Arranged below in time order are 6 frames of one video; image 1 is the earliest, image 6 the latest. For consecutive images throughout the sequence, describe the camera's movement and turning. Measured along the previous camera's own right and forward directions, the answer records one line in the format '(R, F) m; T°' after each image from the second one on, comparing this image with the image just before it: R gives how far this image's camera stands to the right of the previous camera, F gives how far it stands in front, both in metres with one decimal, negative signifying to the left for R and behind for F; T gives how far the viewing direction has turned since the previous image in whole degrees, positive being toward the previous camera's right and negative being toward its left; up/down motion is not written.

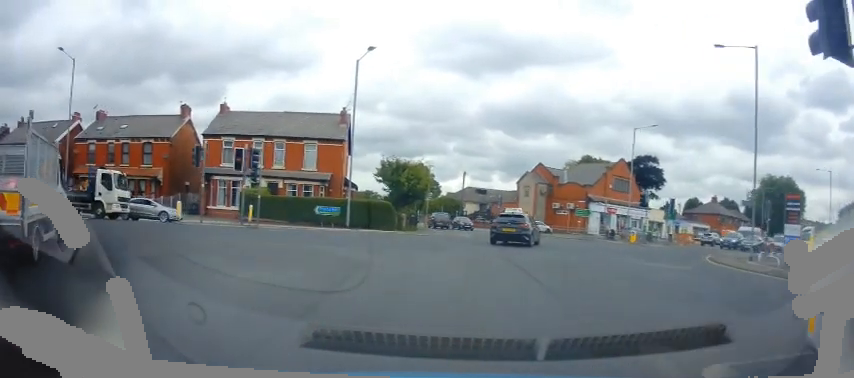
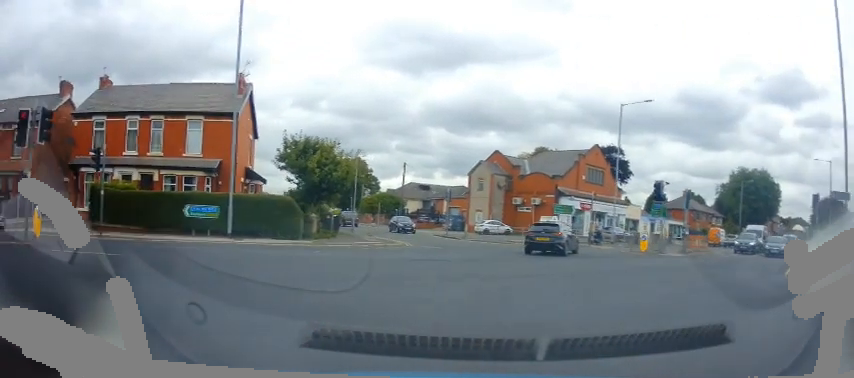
(+0.1, +10.7) m; +5°
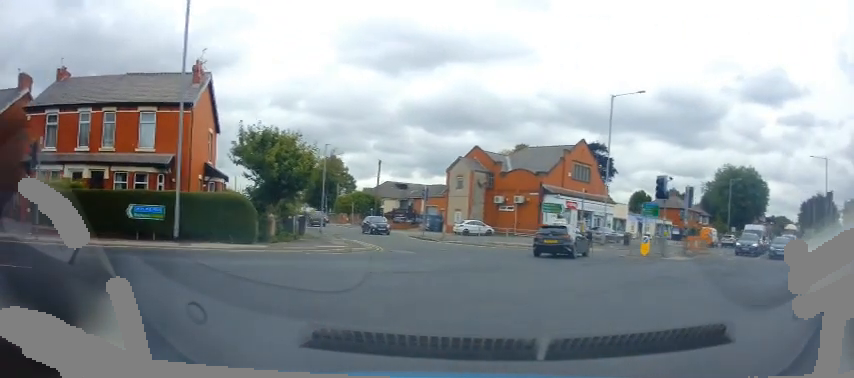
(+0.2, +3.2) m; +4°
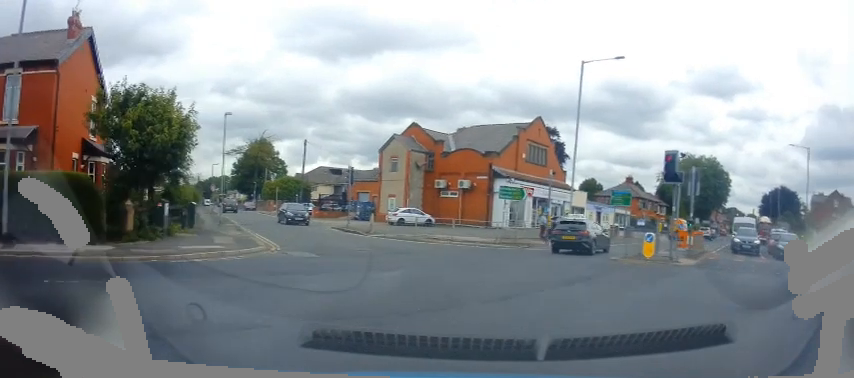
(+0.5, +6.6) m; +9°
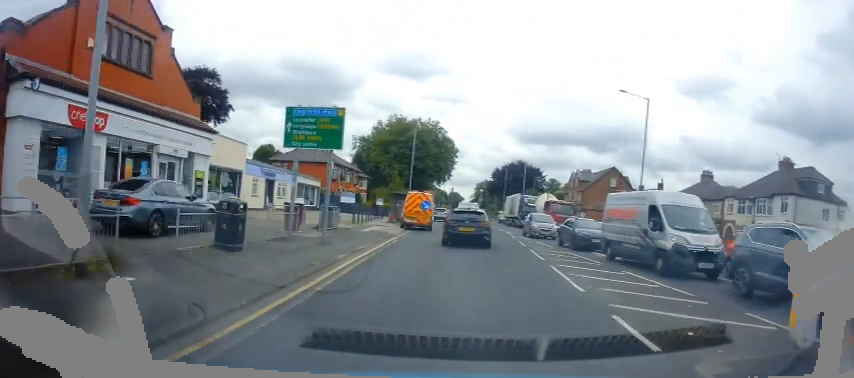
(+8.0, +23.0) m; +40°
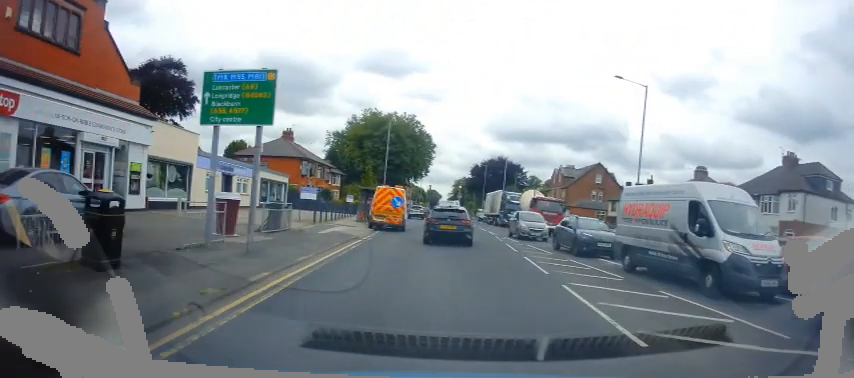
(+0.2, +3.7) m; -1°
